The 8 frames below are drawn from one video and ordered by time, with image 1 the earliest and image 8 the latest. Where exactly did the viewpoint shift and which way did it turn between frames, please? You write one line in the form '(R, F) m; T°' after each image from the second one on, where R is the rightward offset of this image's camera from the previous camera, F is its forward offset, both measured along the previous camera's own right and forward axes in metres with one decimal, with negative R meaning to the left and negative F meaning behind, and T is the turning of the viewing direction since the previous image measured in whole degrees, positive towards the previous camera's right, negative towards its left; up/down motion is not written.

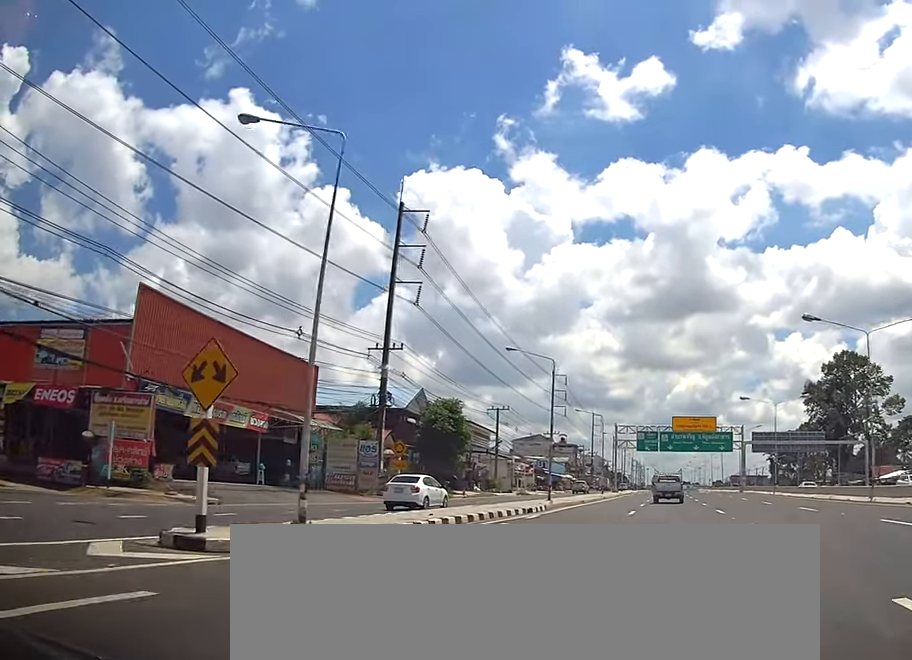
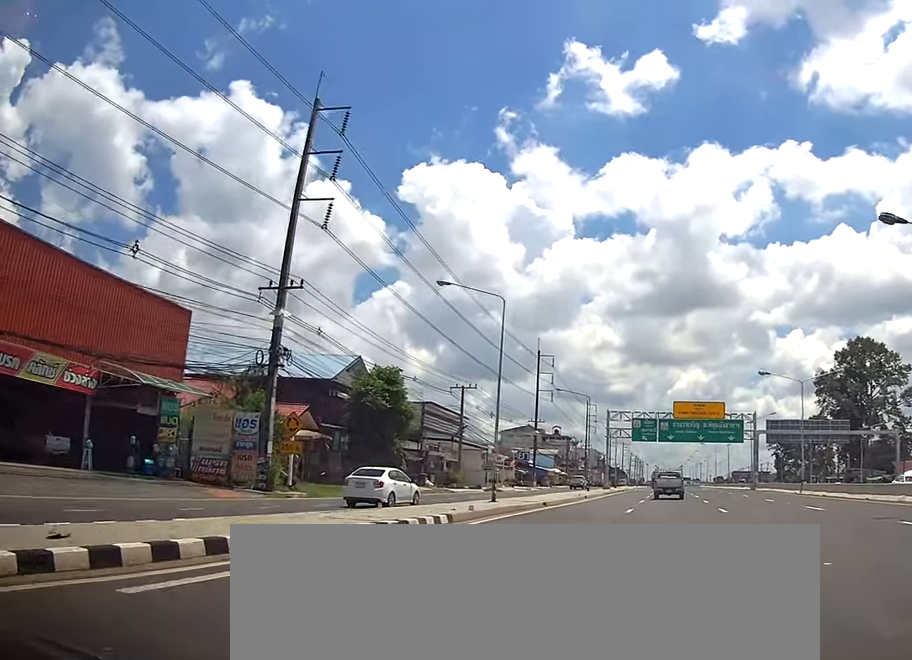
(0.0, +14.0) m; -2°
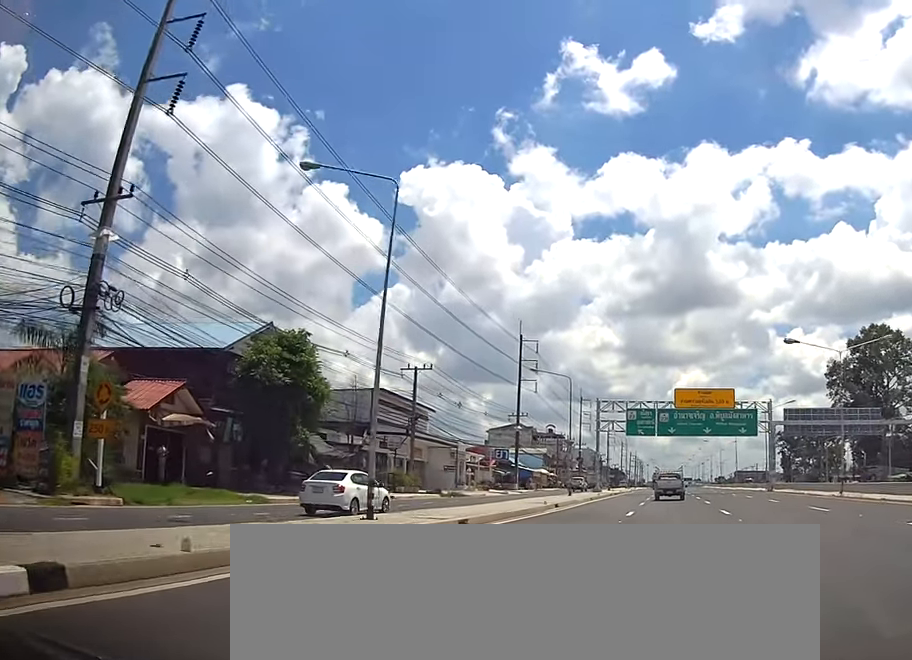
(-0.6, +12.7) m; 0°
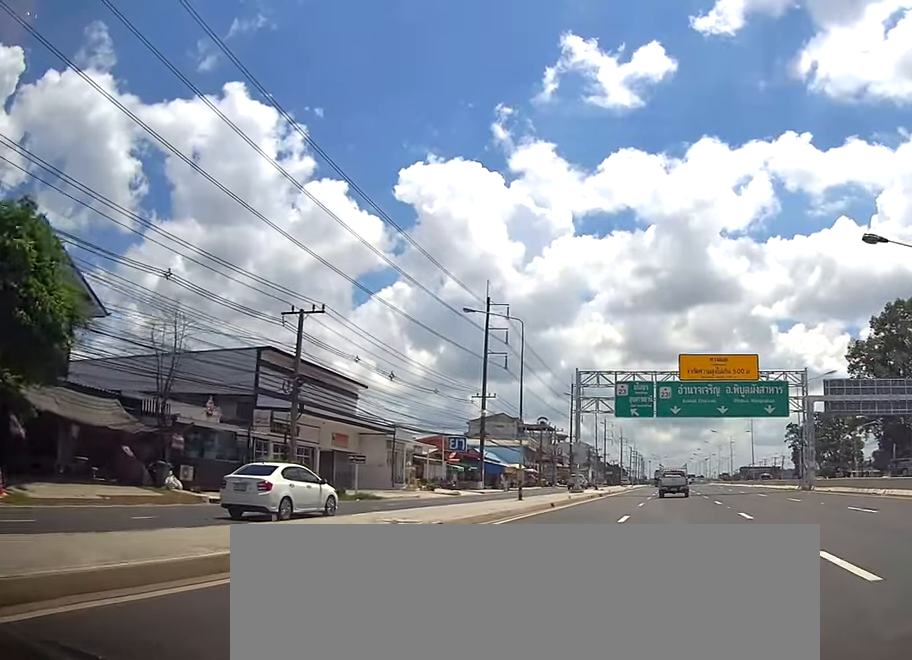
(+0.6, +18.2) m; +3°
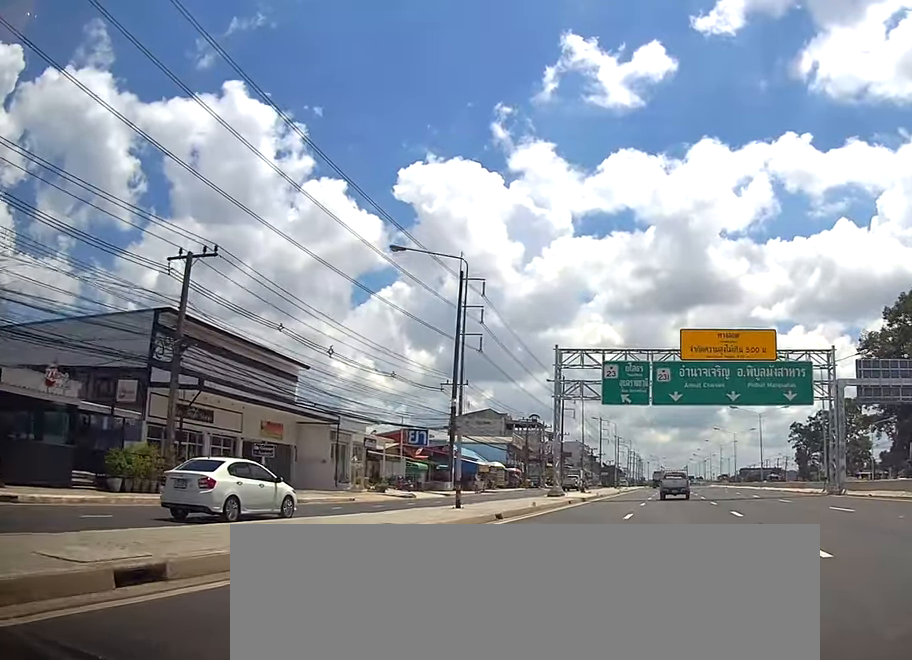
(+0.1, +9.6) m; 0°
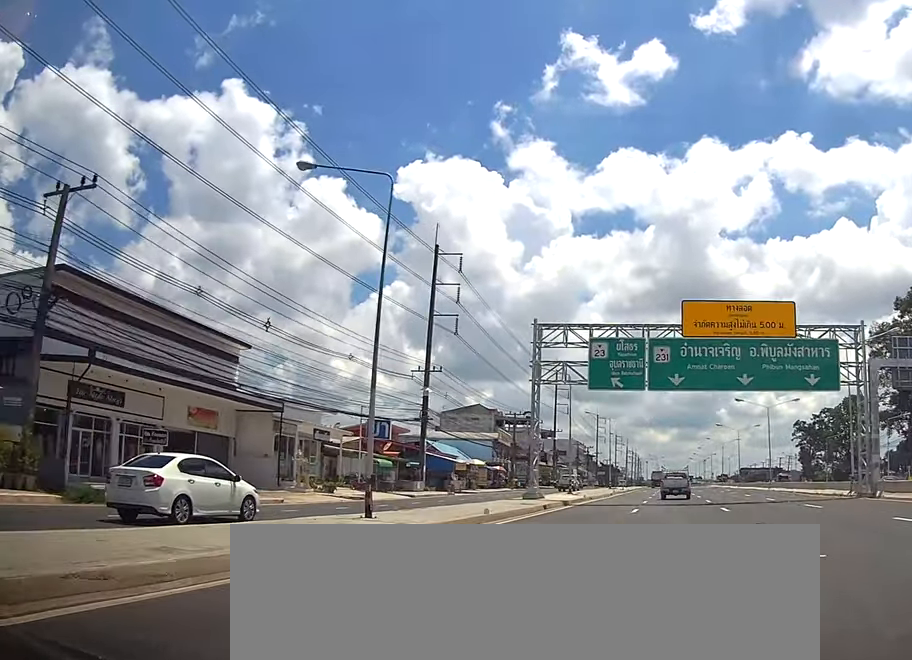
(+0.1, +7.1) m; 0°
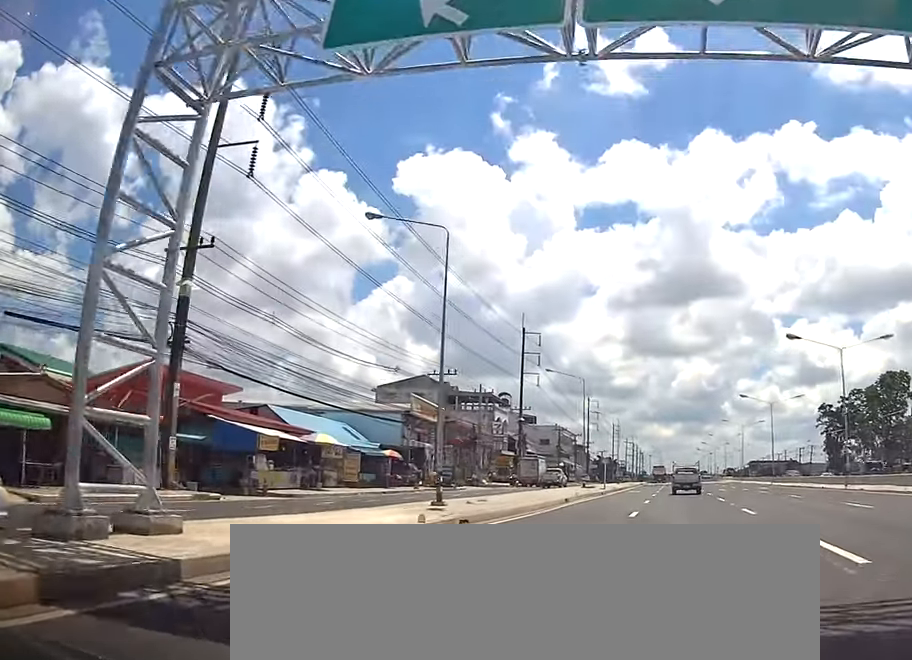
(-0.4, +30.0) m; -3°
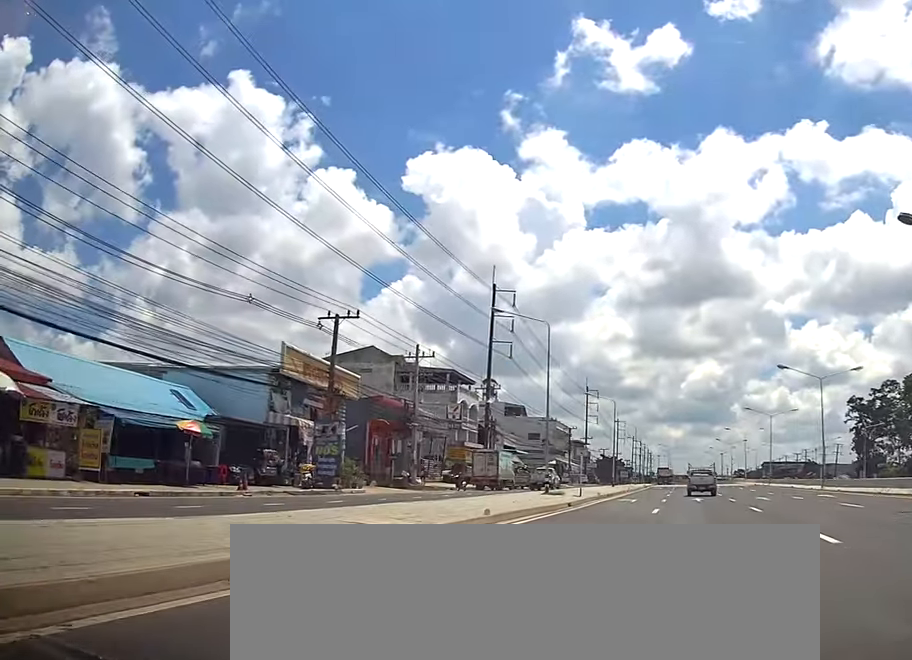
(-0.8, +20.4) m; -1°
